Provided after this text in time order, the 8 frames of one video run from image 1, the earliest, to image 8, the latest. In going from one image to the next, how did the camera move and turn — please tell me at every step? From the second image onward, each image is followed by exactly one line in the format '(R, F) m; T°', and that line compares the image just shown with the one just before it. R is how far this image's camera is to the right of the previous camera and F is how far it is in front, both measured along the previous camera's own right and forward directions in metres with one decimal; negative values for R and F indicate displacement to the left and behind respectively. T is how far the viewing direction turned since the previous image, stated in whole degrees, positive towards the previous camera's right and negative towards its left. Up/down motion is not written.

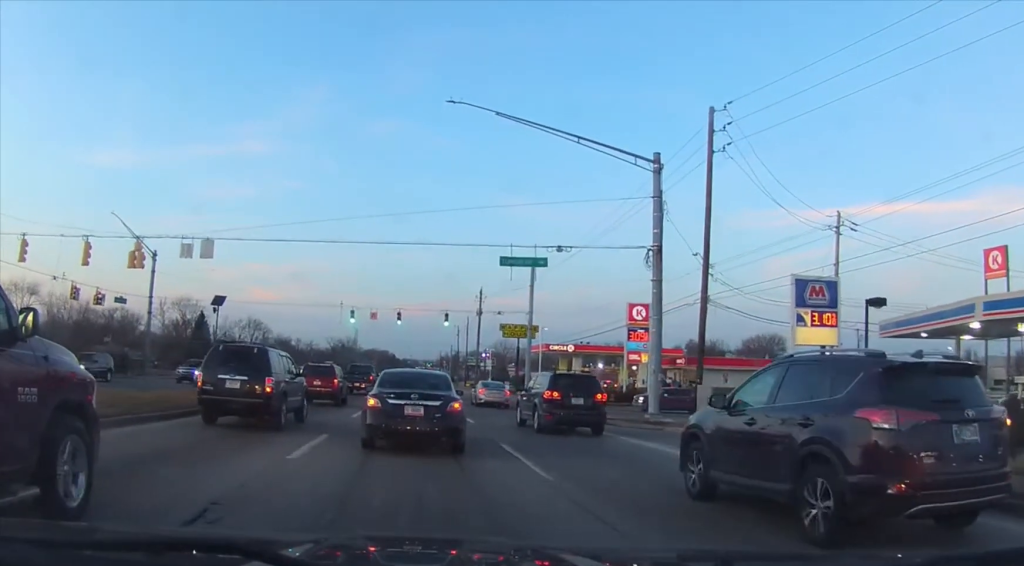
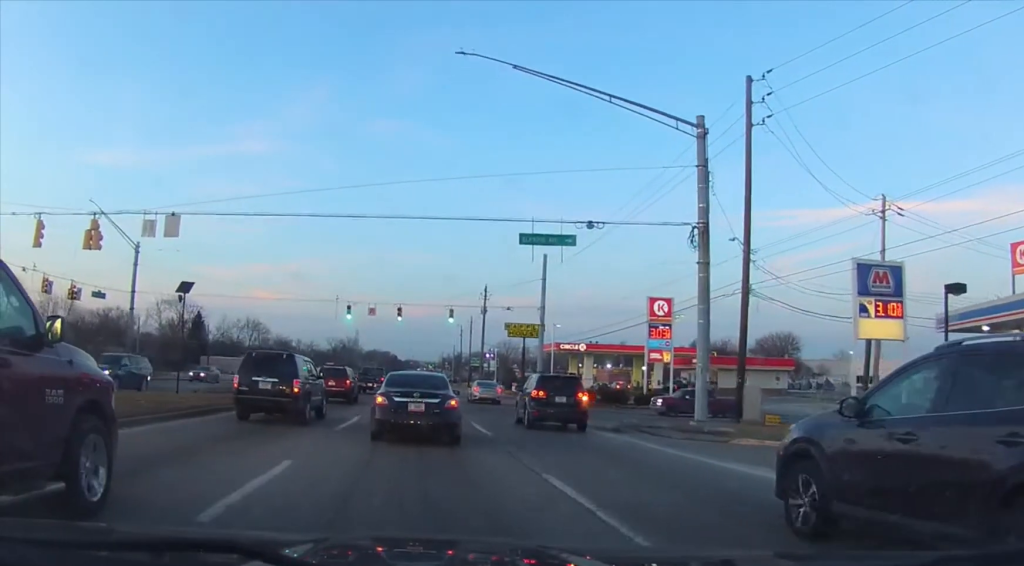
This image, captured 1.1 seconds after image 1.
(0.0, +3.8) m; 0°
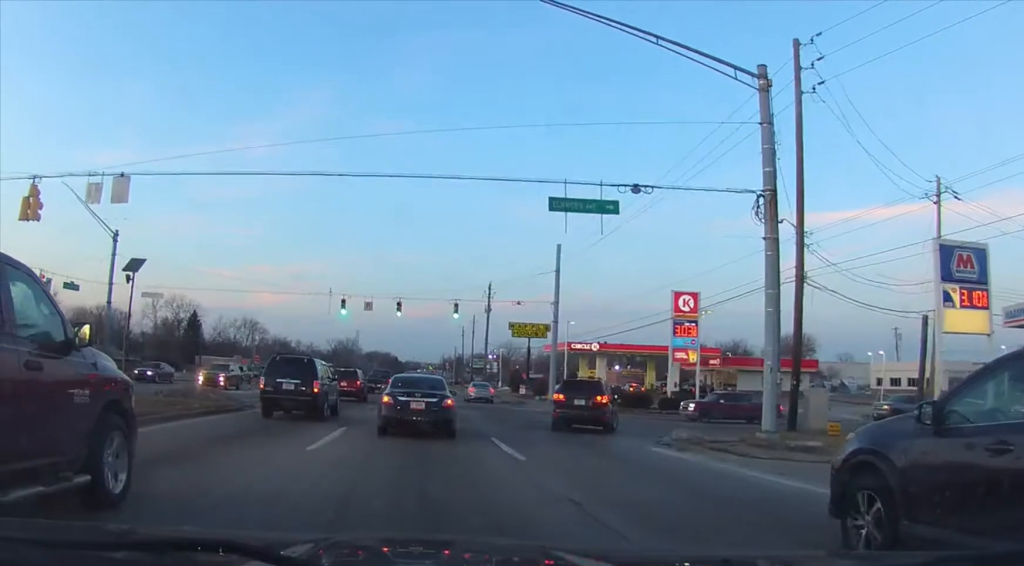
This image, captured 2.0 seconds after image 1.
(0.0, +3.9) m; 0°
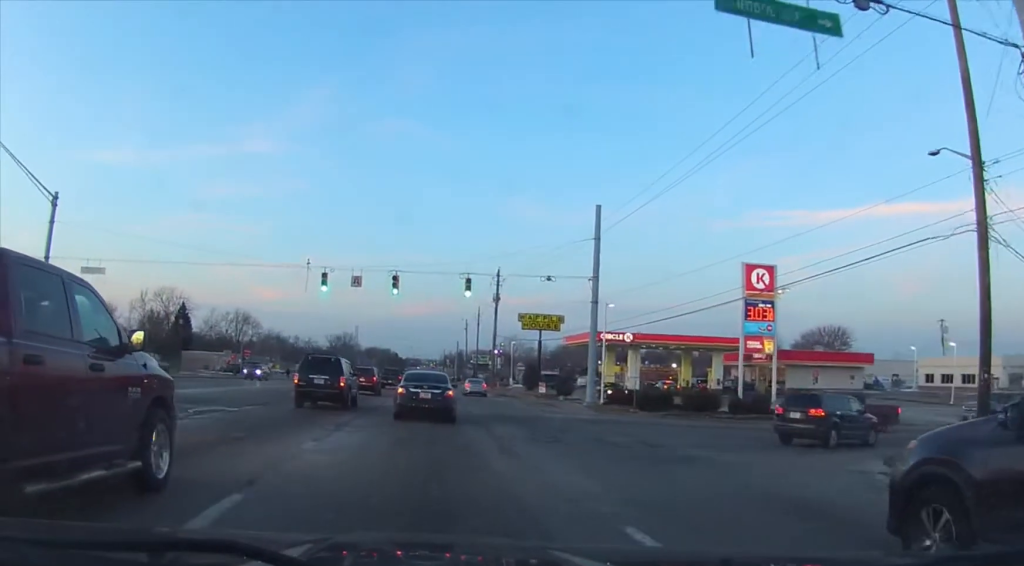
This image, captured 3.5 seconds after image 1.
(0.0, +9.0) m; 0°
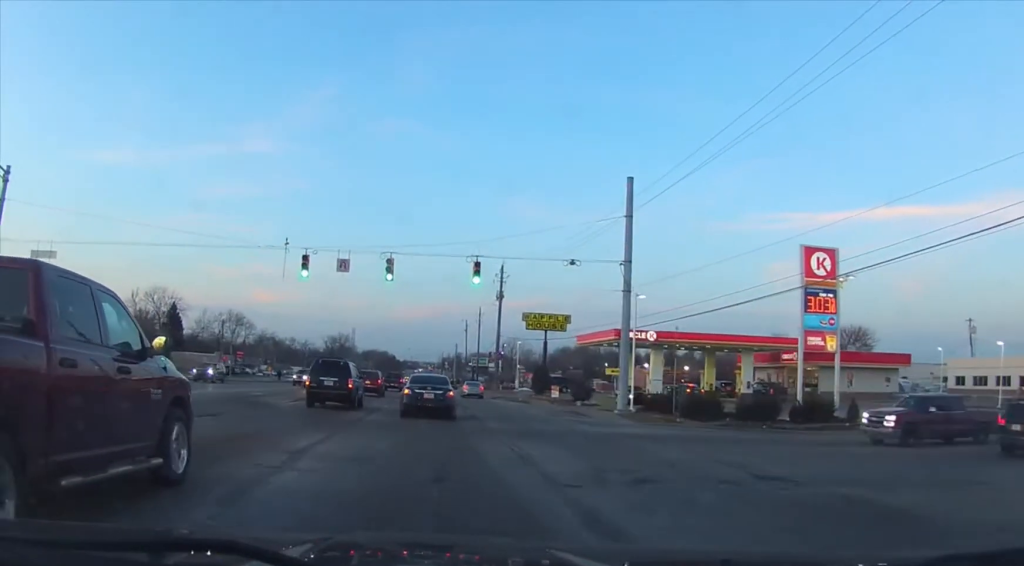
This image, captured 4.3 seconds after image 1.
(0.0, +5.8) m; -2°
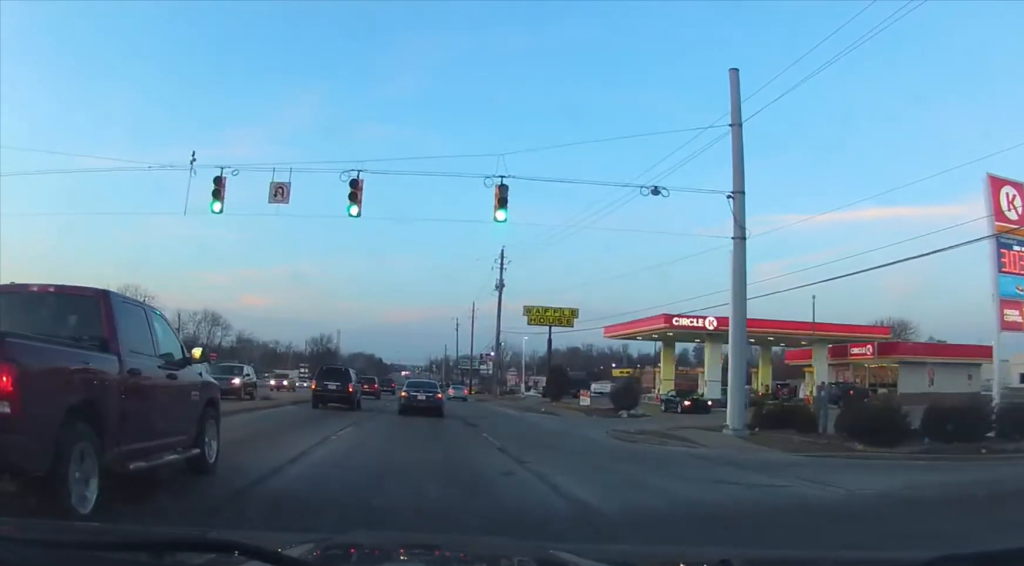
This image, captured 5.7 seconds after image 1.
(-0.4, +12.5) m; 0°
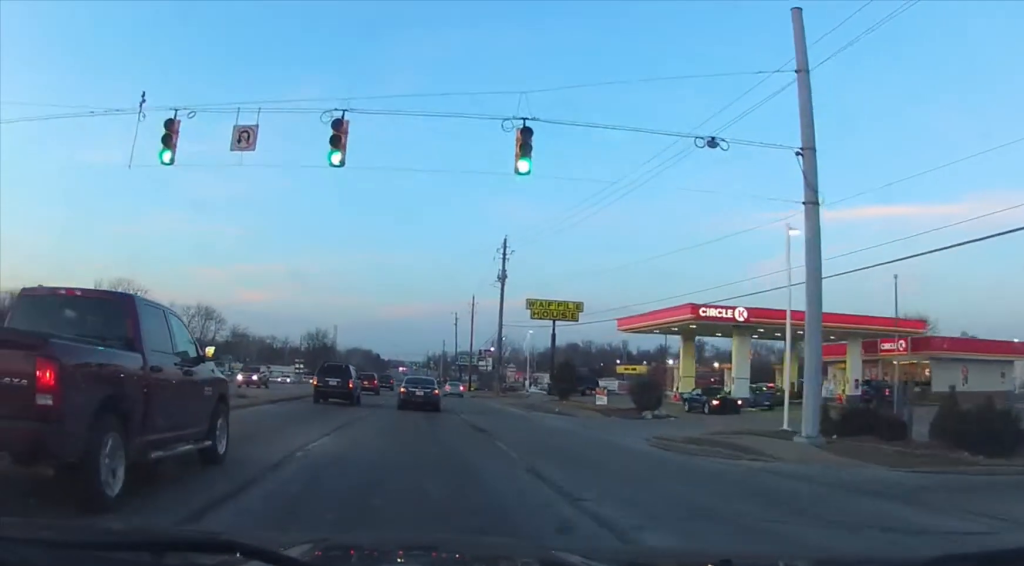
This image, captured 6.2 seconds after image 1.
(+0.2, +4.2) m; +1°
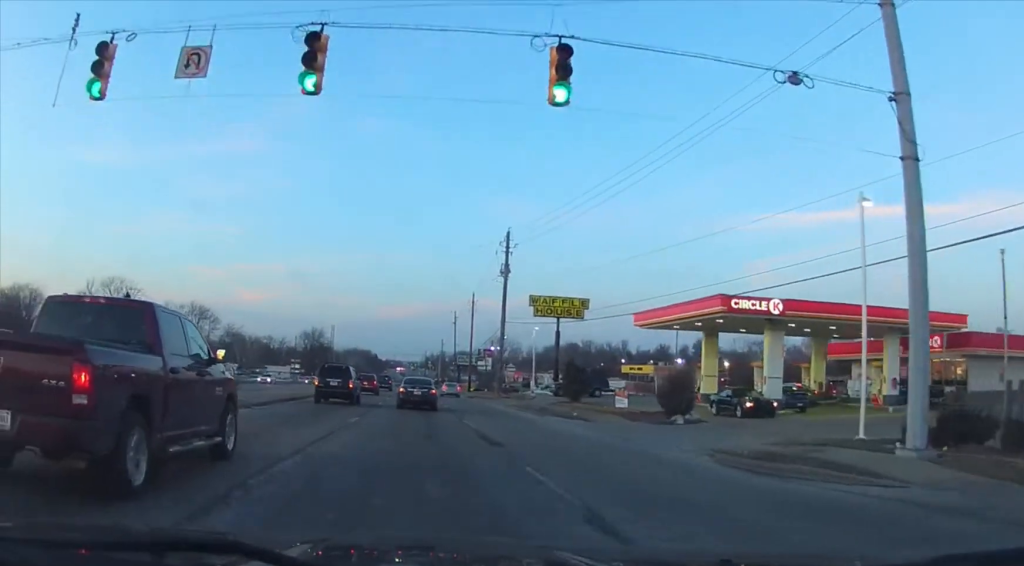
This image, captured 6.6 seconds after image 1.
(+0.1, +3.9) m; +1°
